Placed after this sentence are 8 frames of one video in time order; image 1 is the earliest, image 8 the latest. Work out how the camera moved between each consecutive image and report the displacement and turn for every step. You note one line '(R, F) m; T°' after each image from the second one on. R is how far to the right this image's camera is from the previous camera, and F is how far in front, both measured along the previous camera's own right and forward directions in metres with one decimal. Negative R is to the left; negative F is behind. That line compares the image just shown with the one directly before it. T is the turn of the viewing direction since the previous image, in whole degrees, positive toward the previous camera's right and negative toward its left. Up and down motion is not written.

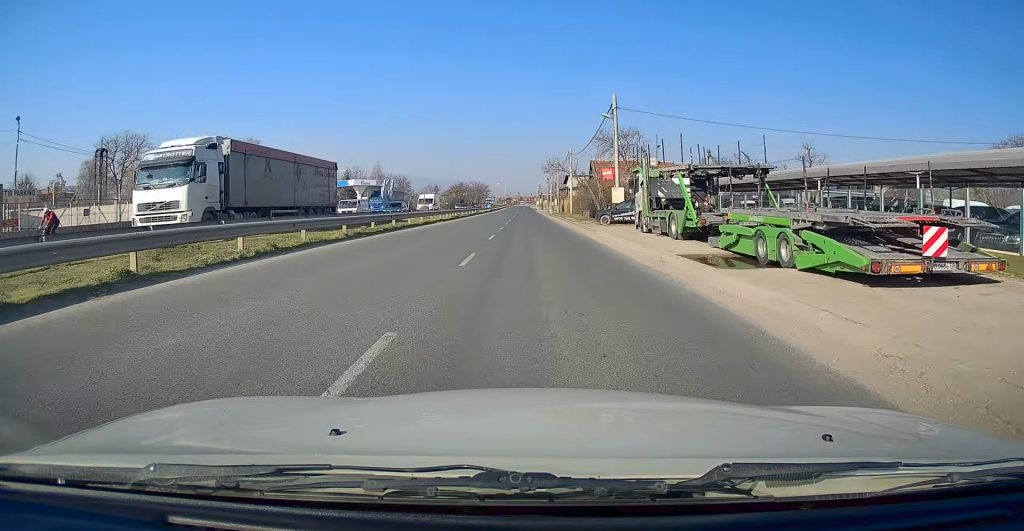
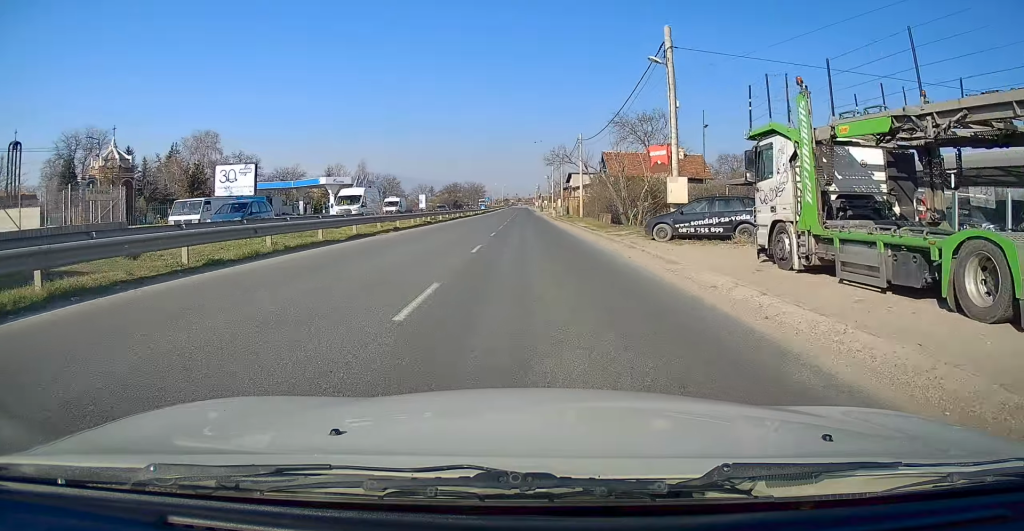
(0.0, +14.2) m; 0°
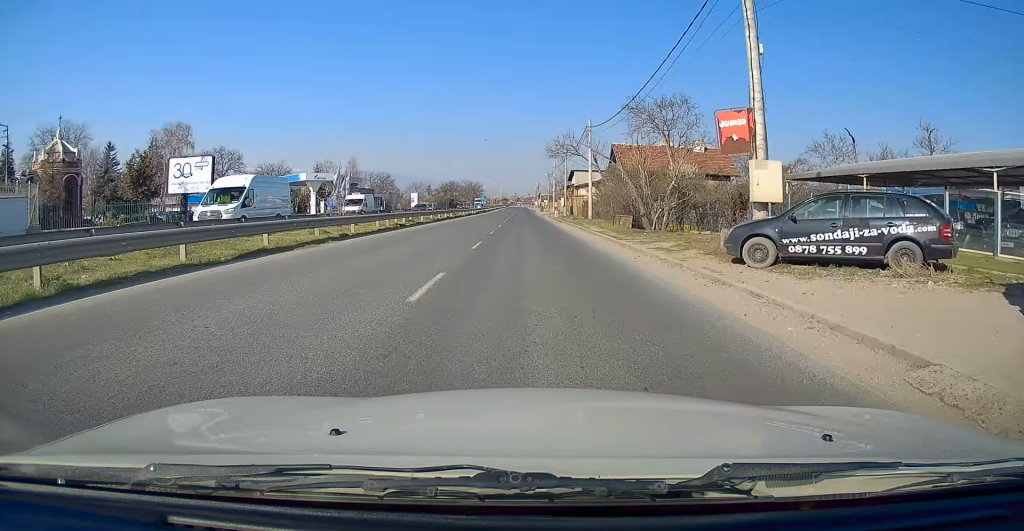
(-0.1, +8.0) m; +1°
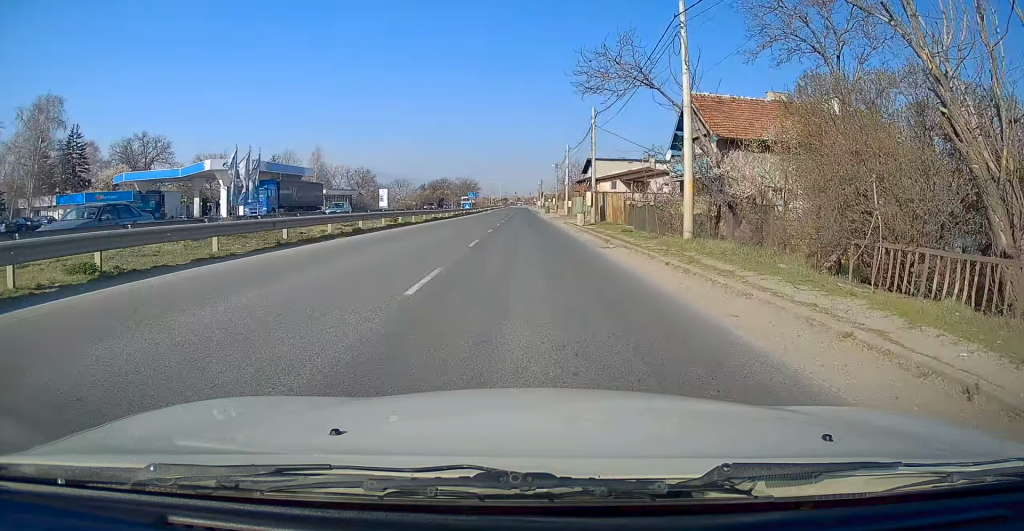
(+0.1, +26.4) m; 0°
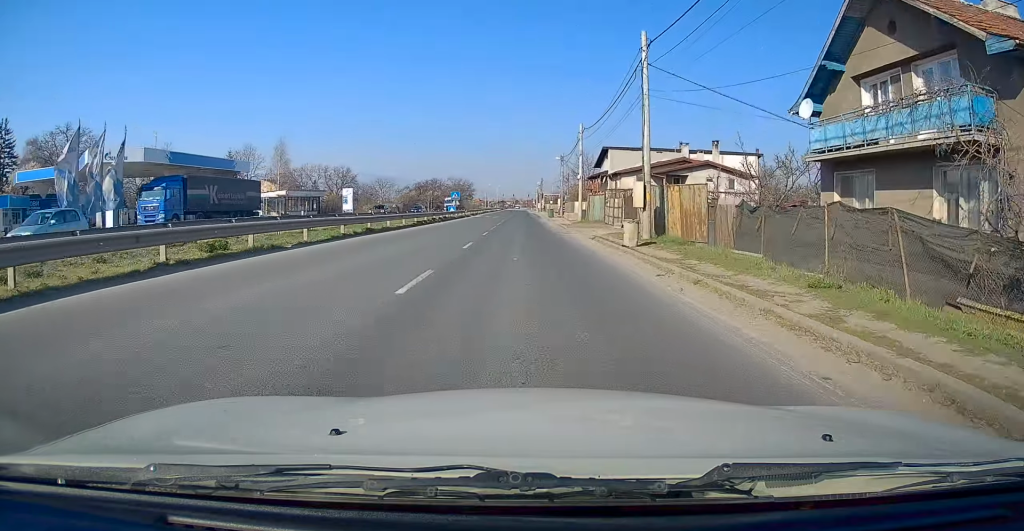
(+0.2, +17.8) m; 0°
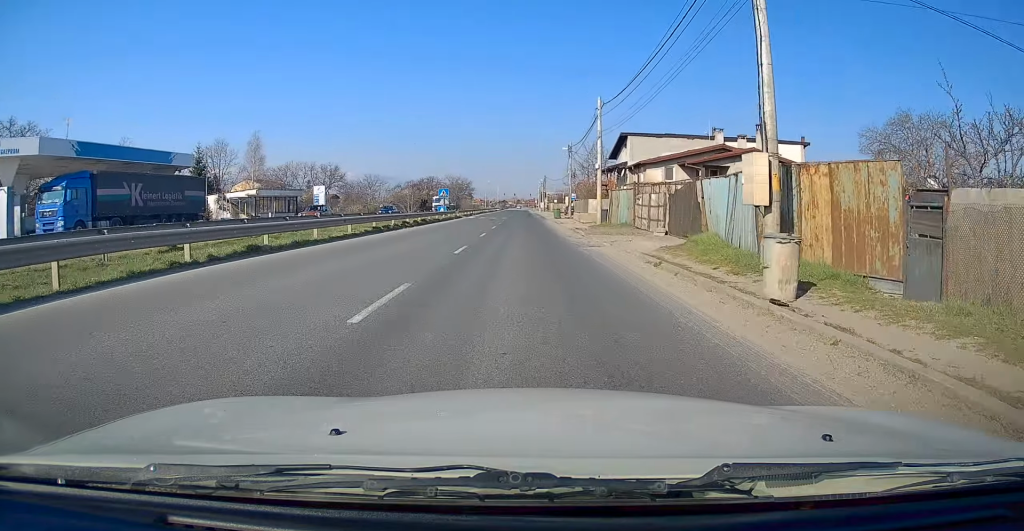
(-0.3, +10.9) m; 0°
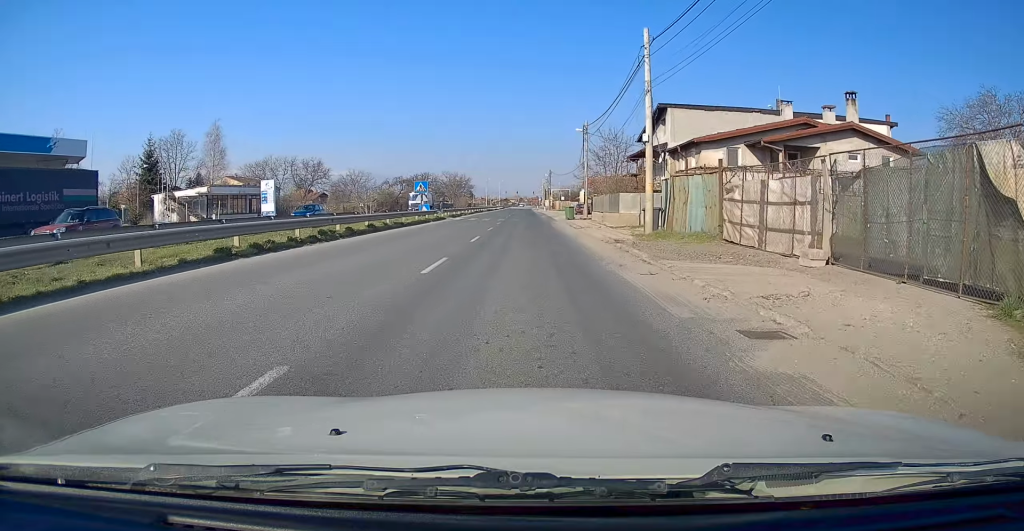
(+0.1, +13.8) m; 0°
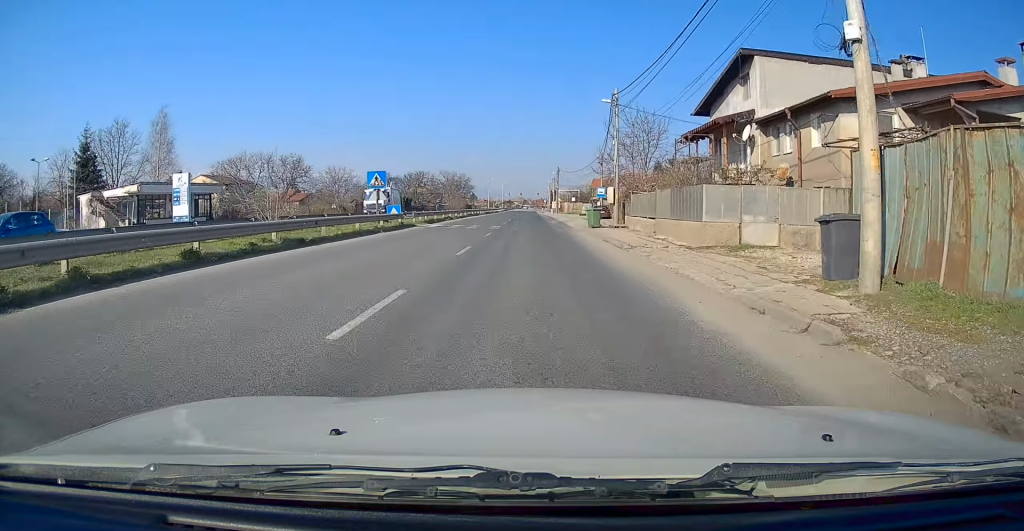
(-0.1, +14.2) m; 0°
